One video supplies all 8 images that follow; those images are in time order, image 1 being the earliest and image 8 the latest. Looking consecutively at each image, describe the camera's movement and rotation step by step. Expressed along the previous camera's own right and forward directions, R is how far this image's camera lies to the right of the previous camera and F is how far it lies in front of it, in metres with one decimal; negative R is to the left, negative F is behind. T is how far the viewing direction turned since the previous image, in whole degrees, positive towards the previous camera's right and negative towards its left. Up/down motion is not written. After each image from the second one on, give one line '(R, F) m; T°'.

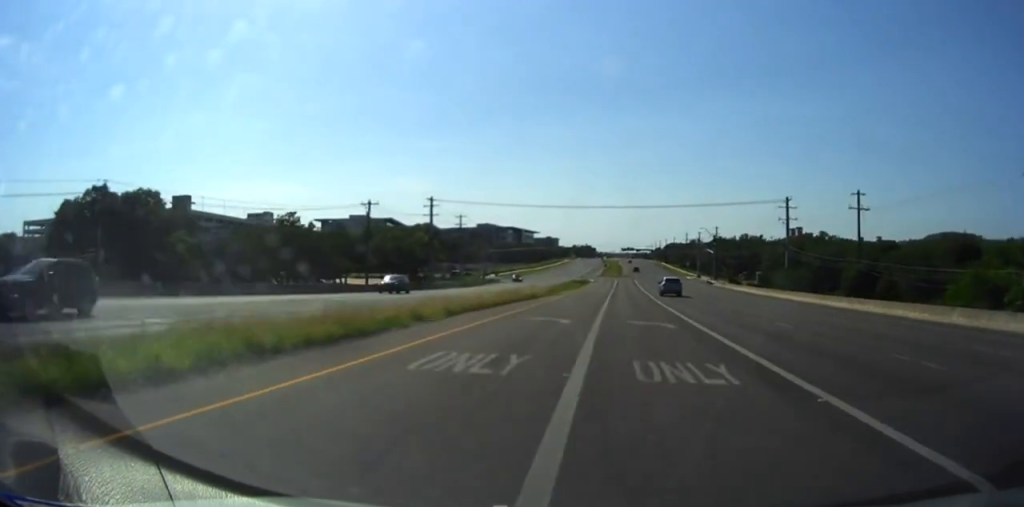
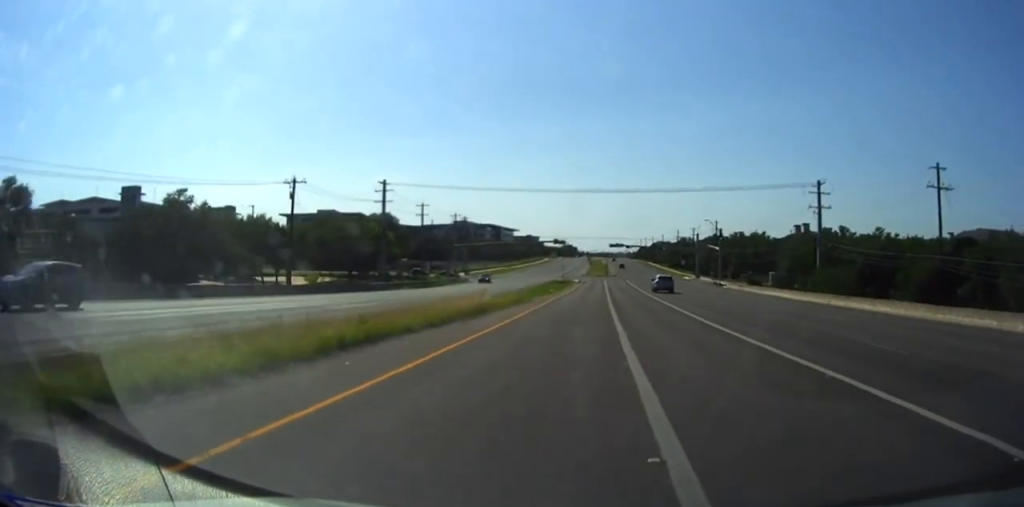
(+0.1, +22.7) m; +1°
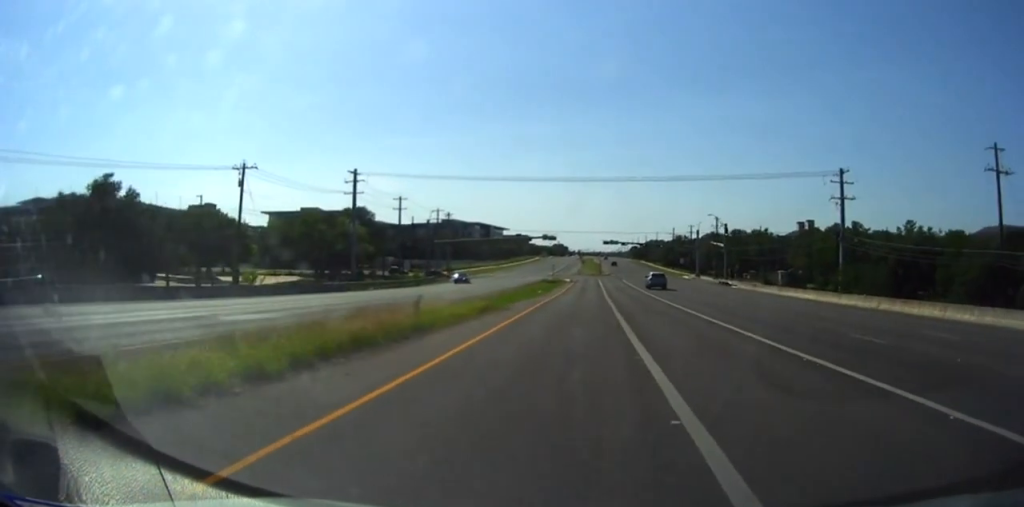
(-0.1, +11.1) m; +1°
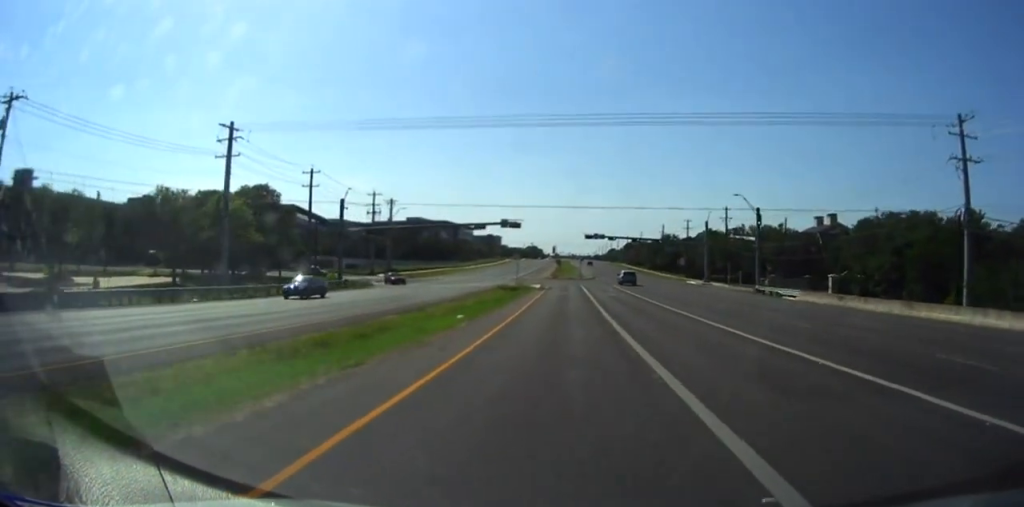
(+1.3, +33.0) m; +3°
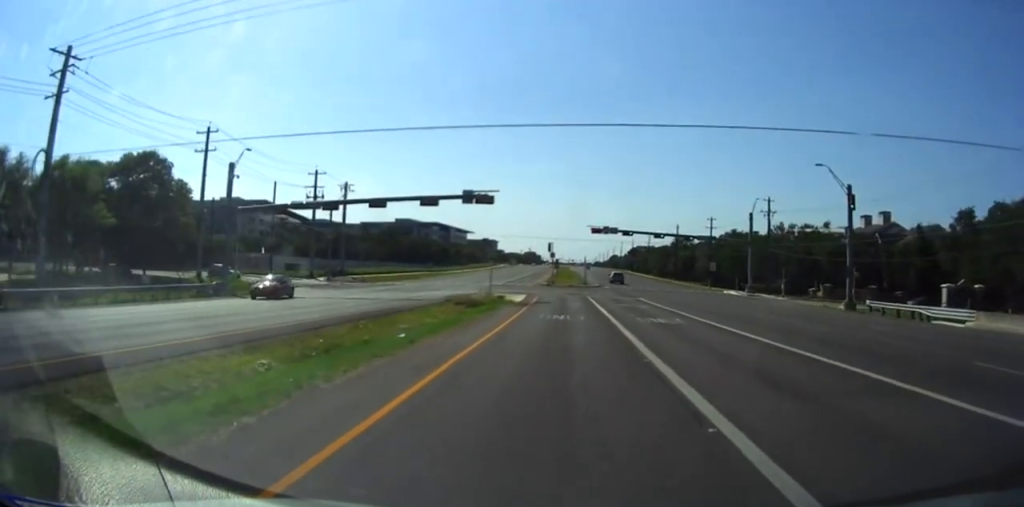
(0.0, +29.6) m; 0°
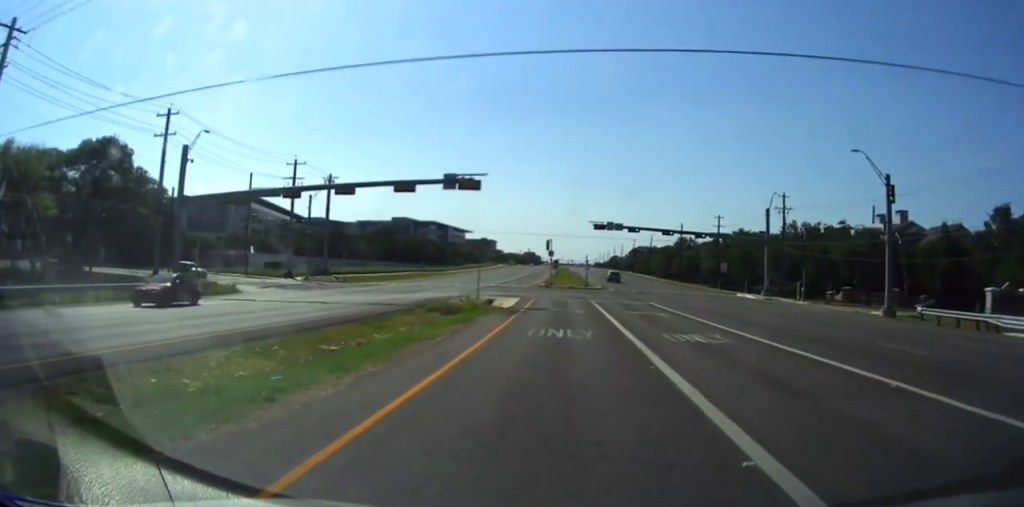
(0.0, +7.5) m; 0°
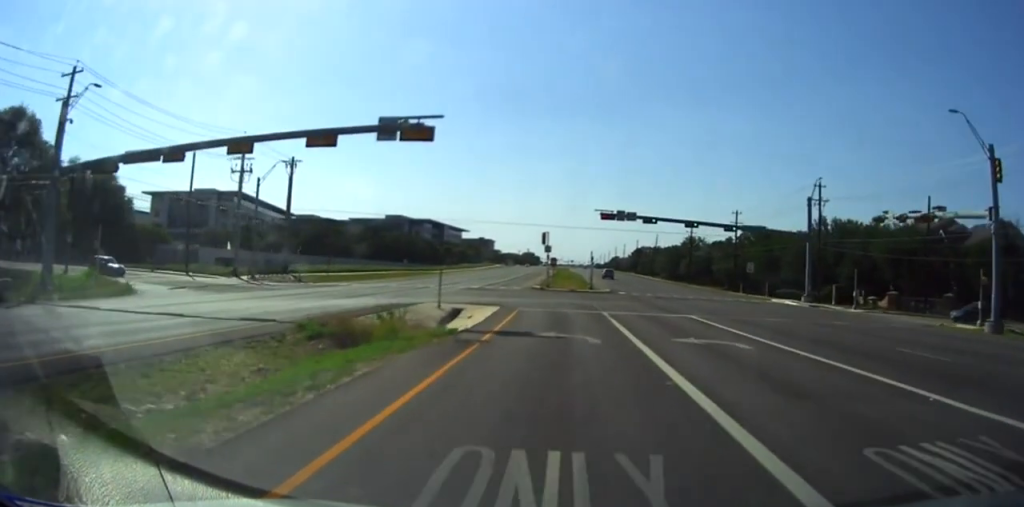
(0.0, +14.6) m; 0°
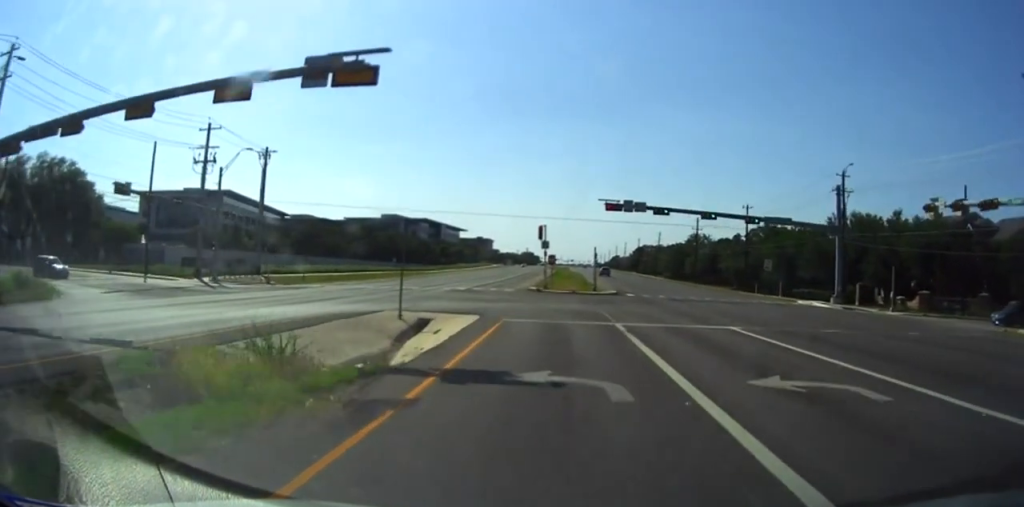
(0.0, +8.9) m; 0°
